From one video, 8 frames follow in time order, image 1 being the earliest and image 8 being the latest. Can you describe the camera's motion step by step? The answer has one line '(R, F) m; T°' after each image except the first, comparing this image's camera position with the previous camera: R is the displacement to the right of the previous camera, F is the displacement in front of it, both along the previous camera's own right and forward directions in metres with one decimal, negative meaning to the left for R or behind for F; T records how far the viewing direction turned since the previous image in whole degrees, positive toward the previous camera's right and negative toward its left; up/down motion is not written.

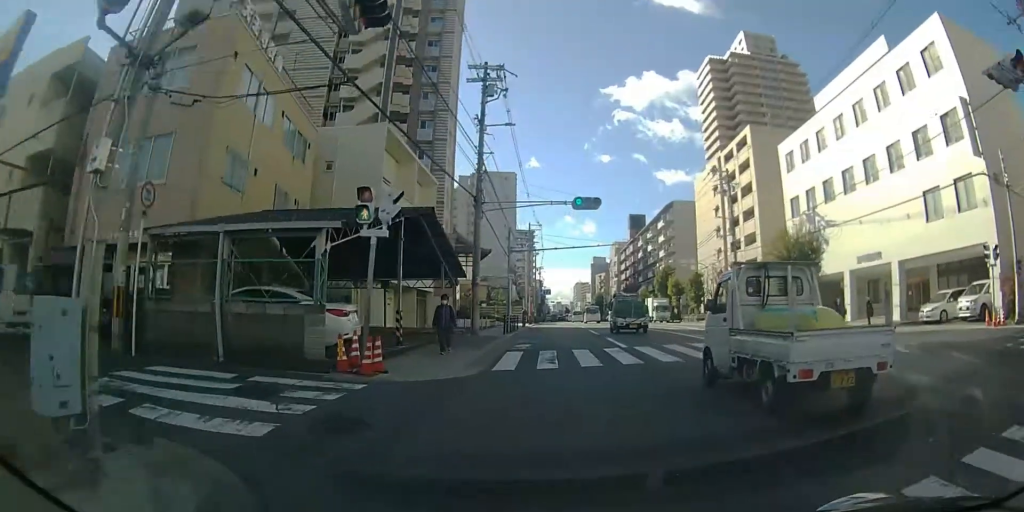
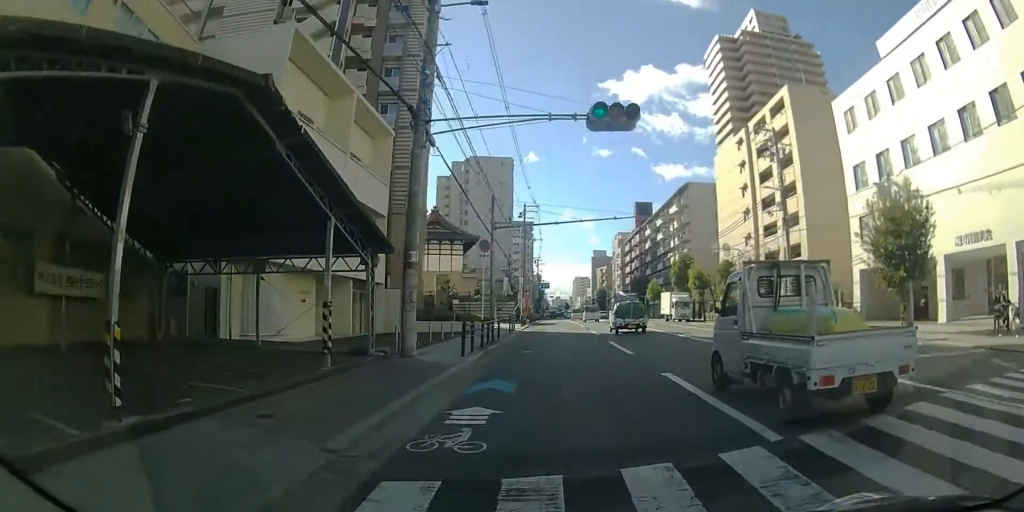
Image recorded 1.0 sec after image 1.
(0.0, +10.5) m; -2°
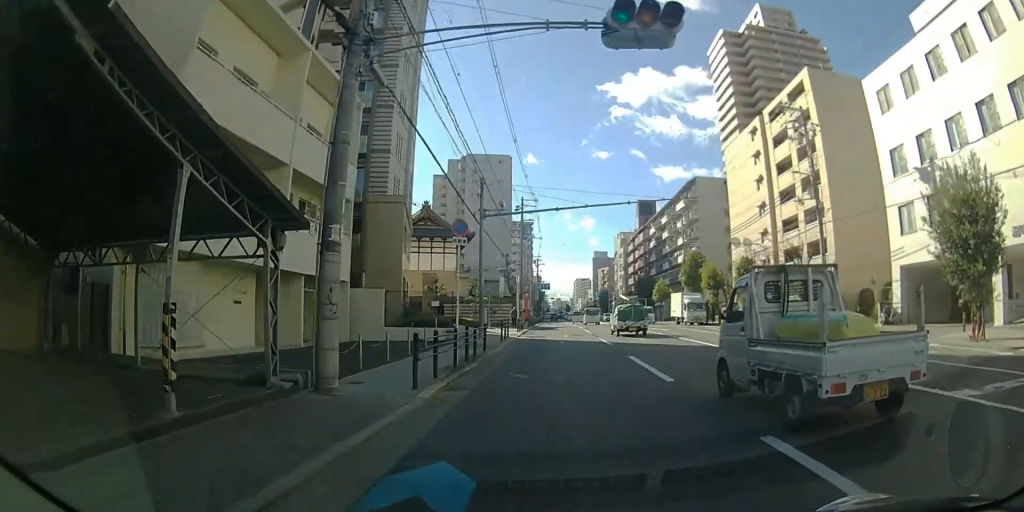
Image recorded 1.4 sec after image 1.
(-0.1, +4.8) m; -1°
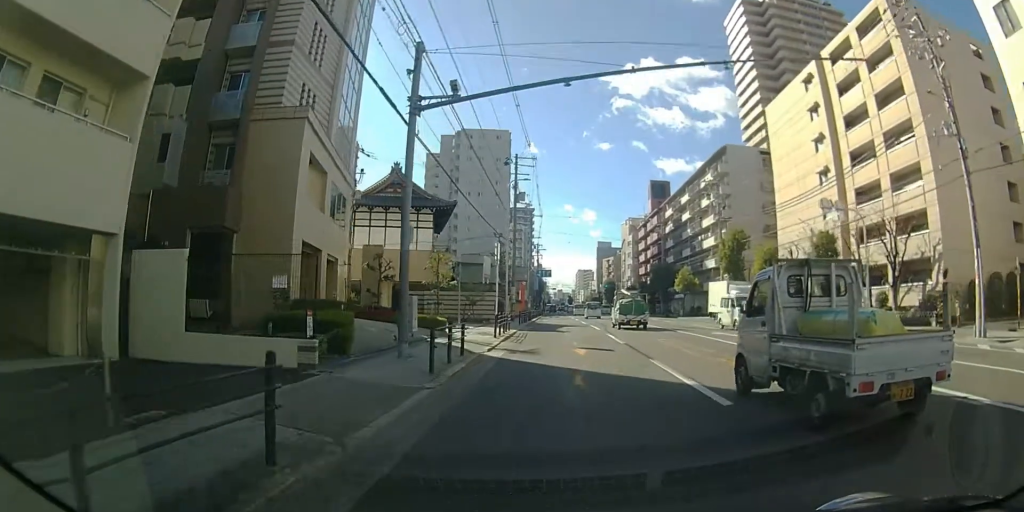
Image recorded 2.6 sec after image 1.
(-0.3, +13.3) m; -2°
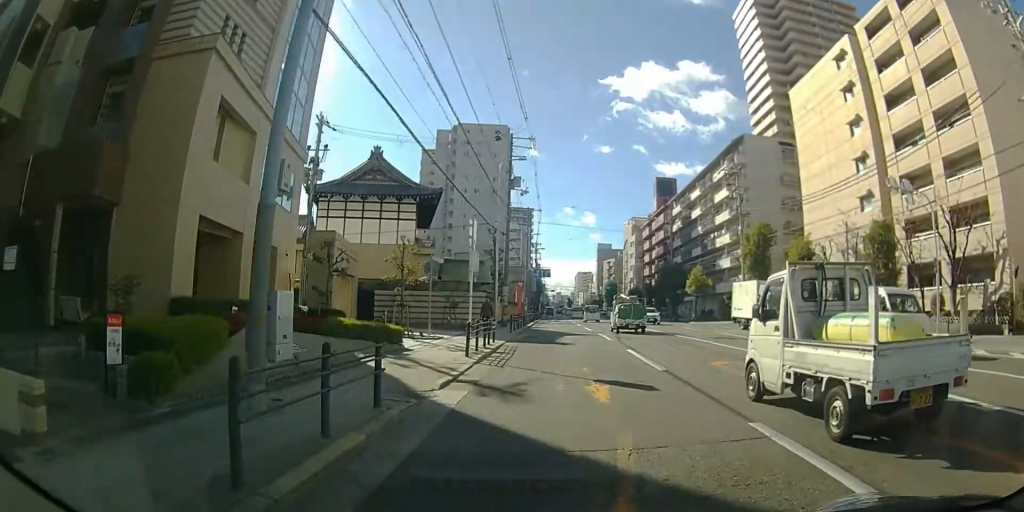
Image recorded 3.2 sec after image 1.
(-0.1, +6.1) m; 0°
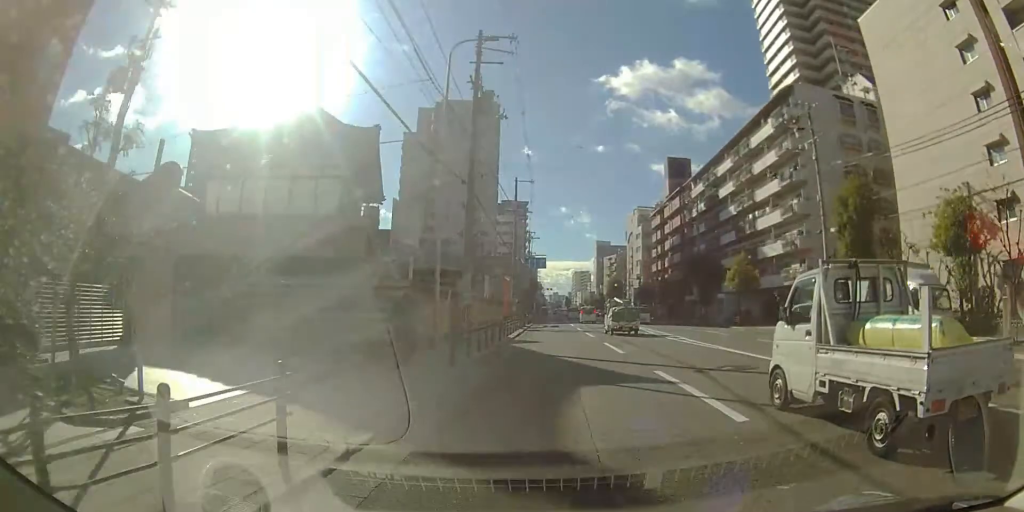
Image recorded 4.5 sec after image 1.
(-0.1, +14.6) m; +1°
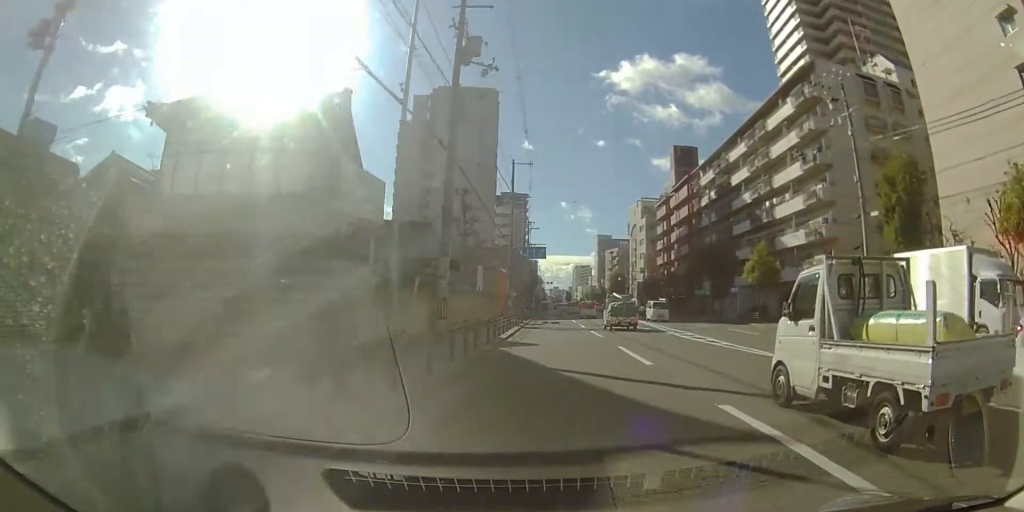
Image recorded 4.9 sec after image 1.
(0.0, +4.3) m; 0°
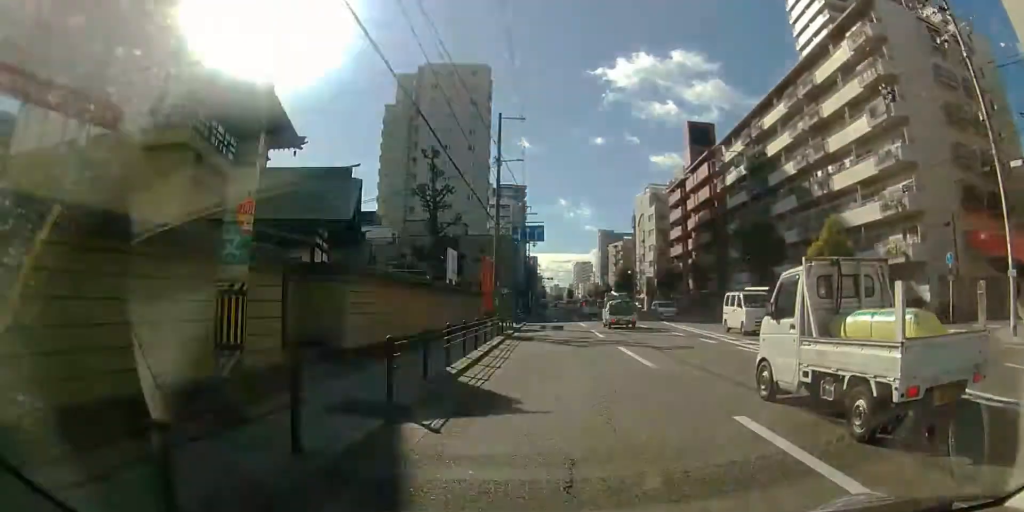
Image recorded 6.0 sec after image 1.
(+0.2, +11.1) m; +1°
